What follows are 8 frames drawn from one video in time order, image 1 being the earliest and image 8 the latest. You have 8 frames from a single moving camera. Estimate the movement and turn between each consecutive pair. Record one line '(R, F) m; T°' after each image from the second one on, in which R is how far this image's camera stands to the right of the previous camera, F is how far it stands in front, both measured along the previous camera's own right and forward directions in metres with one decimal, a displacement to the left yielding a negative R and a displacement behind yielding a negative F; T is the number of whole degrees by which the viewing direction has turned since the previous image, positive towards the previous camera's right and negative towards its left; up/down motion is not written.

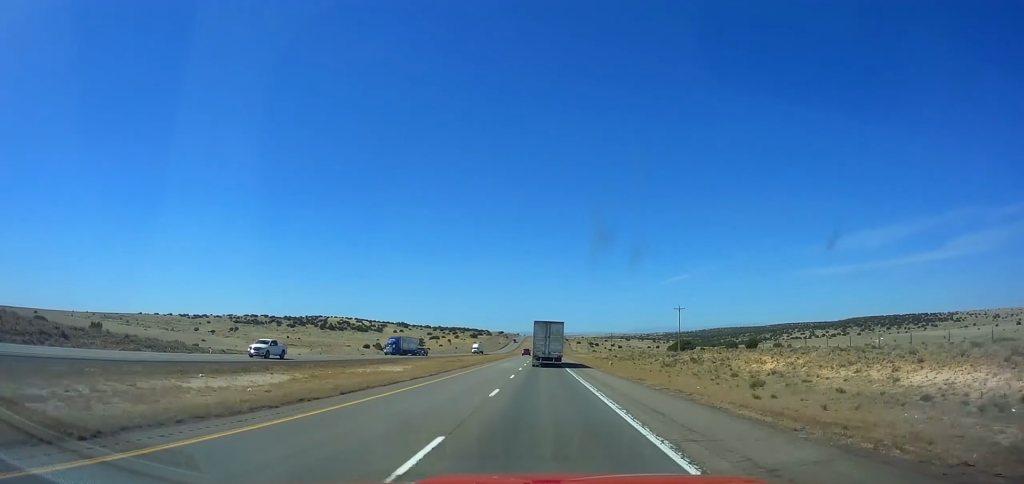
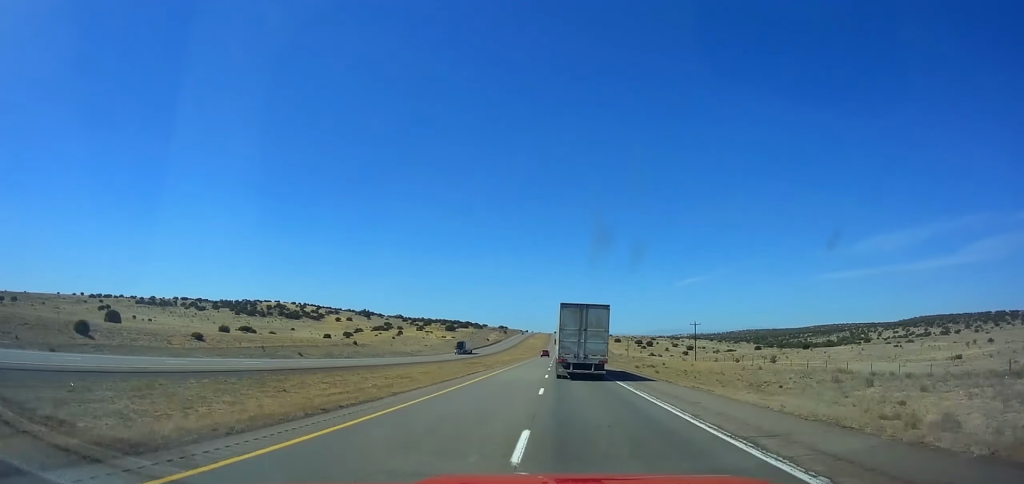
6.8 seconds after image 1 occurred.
(-0.3, +242.6) m; -1°
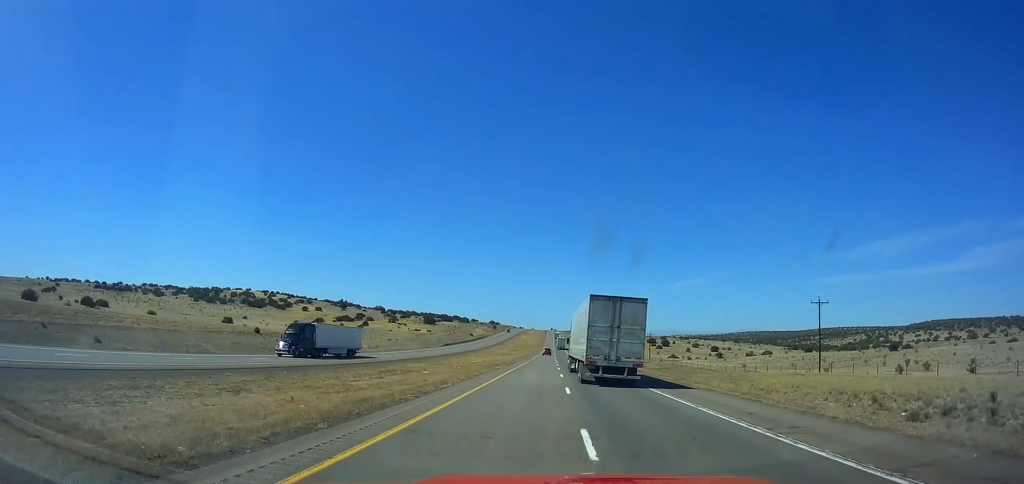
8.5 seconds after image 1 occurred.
(-0.3, +60.5) m; 0°
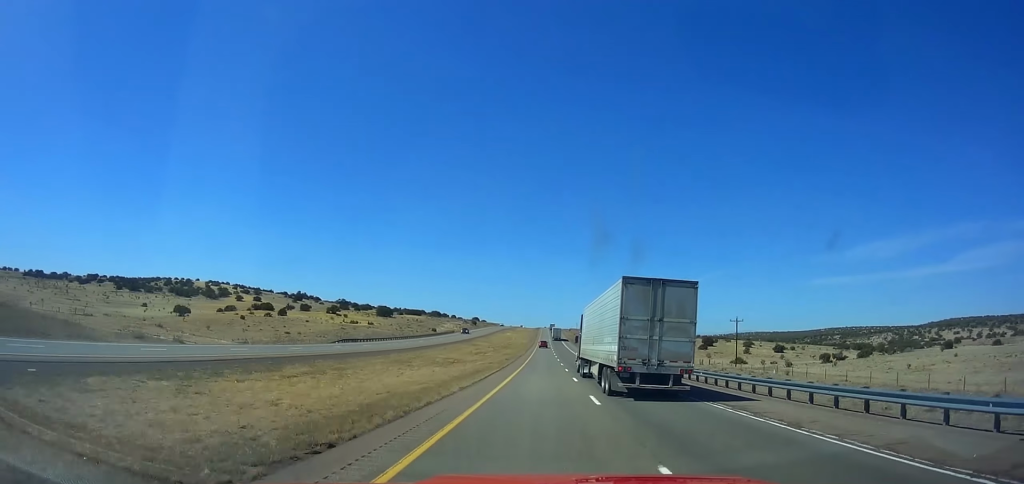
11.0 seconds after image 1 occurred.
(-0.4, +88.9) m; 0°
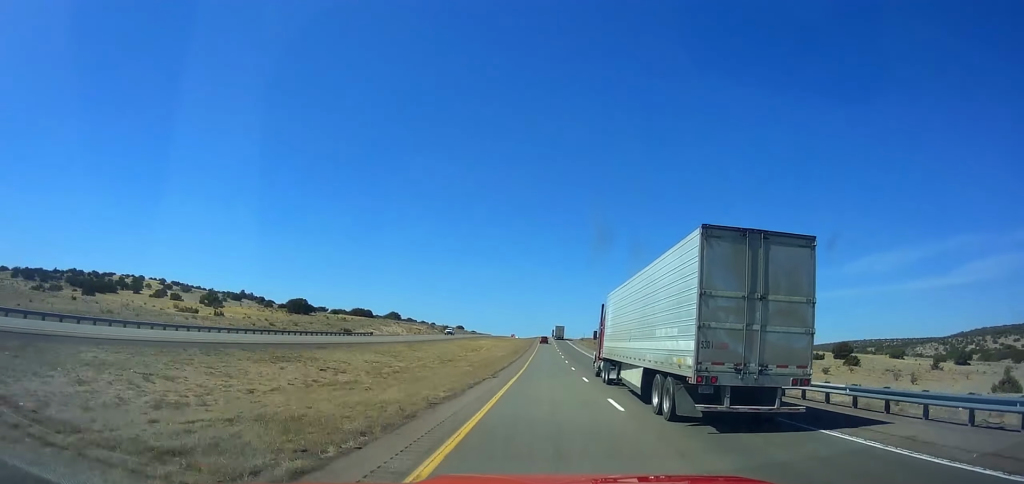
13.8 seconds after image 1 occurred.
(+1.4, +99.2) m; +1°
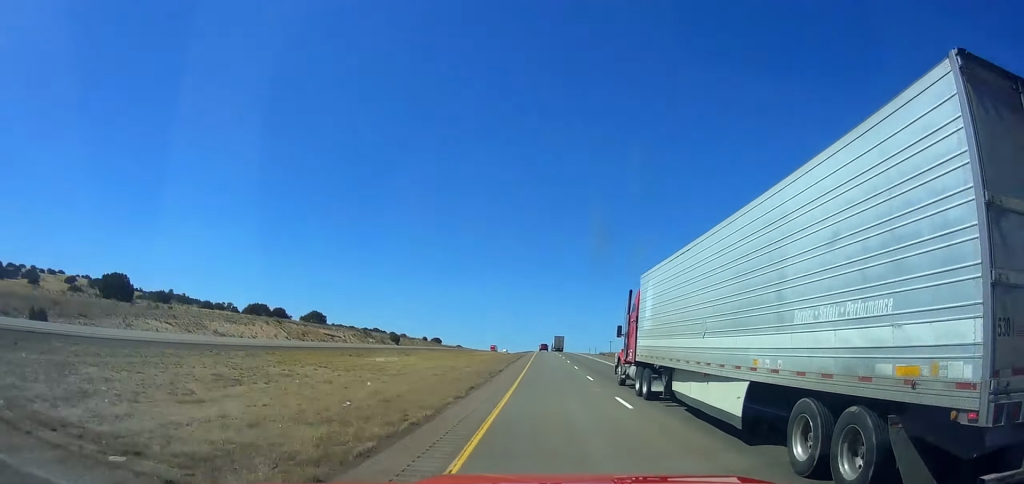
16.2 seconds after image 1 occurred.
(0.0, +84.6) m; 0°
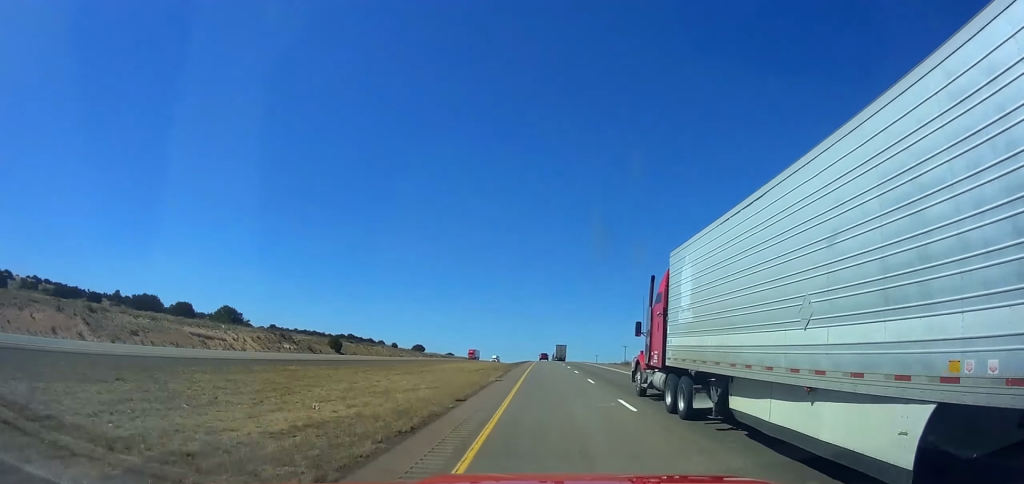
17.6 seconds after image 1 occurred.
(0.0, +49.1) m; 0°
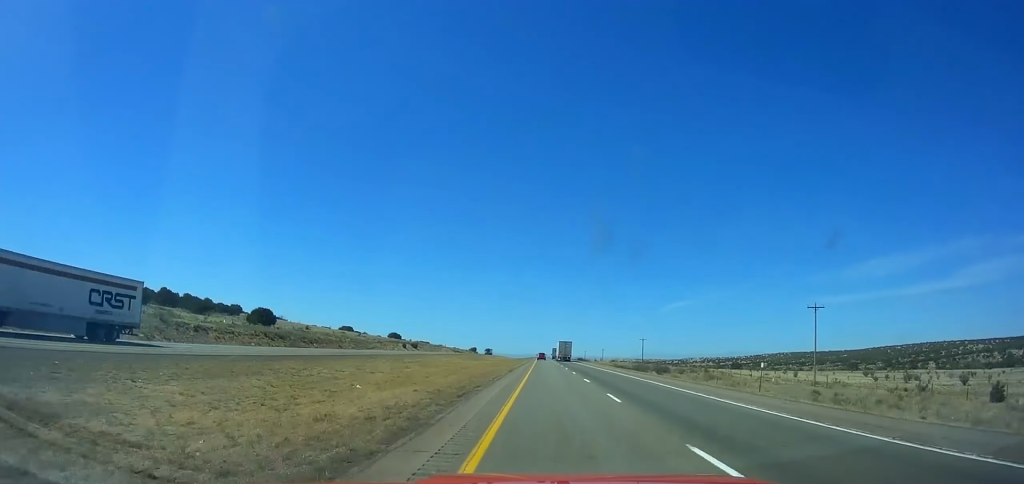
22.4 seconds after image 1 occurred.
(+0.1, +167.9) m; 0°
